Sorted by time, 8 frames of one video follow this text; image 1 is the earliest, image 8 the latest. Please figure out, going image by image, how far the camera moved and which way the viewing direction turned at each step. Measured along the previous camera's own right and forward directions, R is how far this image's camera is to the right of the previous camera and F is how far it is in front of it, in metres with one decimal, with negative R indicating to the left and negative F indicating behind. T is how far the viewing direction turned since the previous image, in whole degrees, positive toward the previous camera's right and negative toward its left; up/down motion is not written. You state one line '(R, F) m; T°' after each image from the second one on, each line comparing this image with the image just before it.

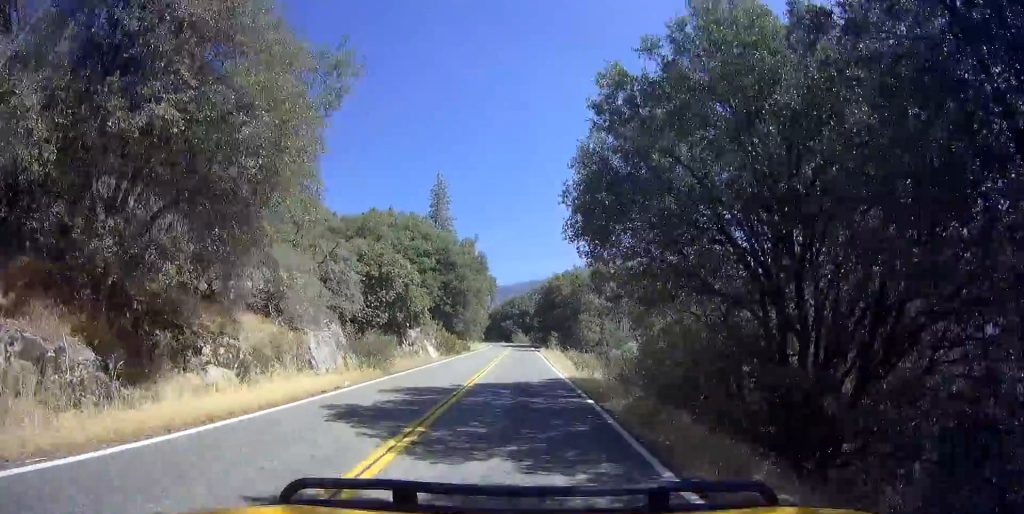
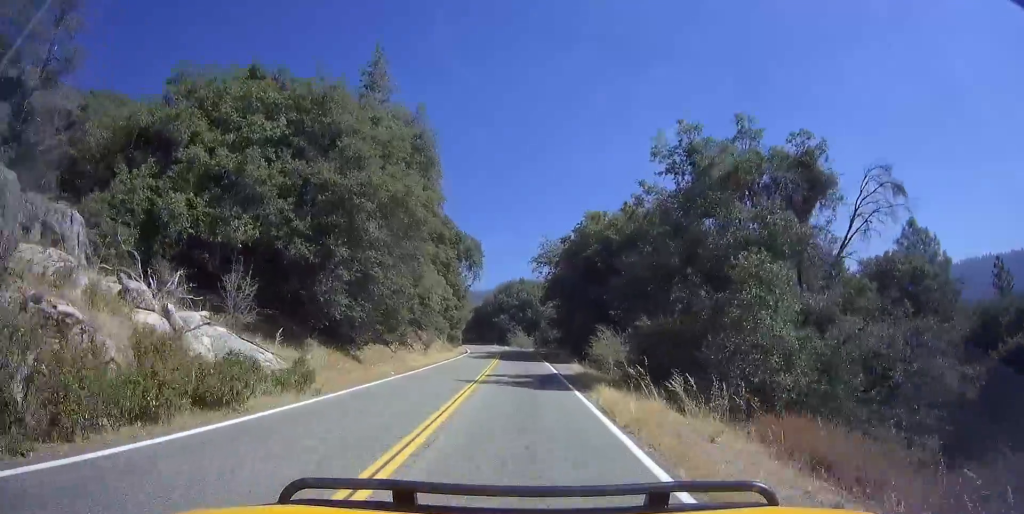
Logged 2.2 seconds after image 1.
(-0.2, +46.1) m; -3°
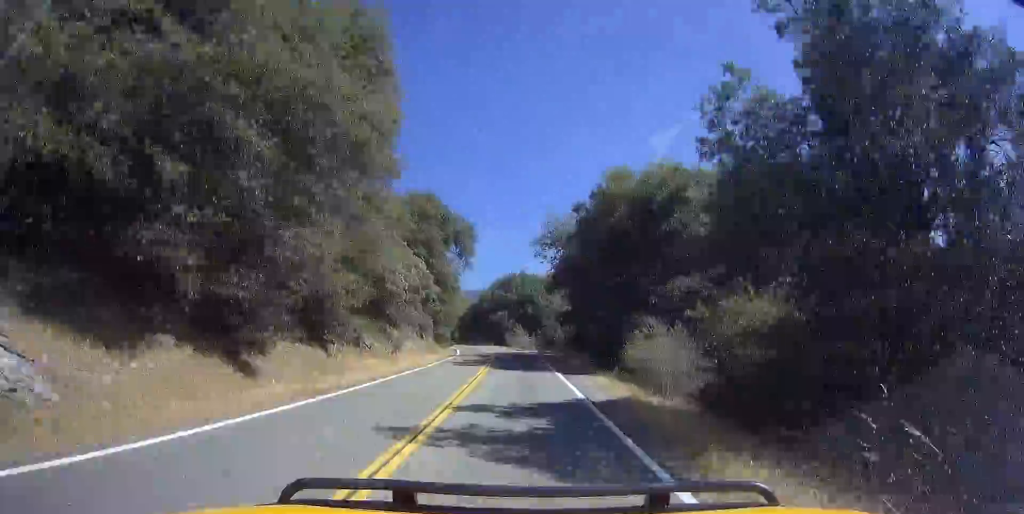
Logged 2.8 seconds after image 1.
(-0.4, +11.7) m; -1°
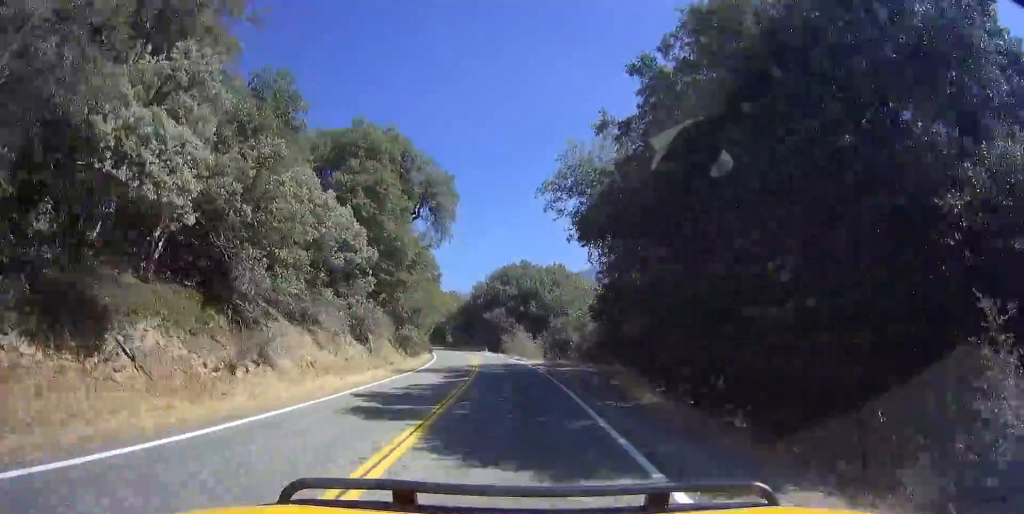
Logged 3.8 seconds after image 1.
(-0.3, +19.8) m; -3°
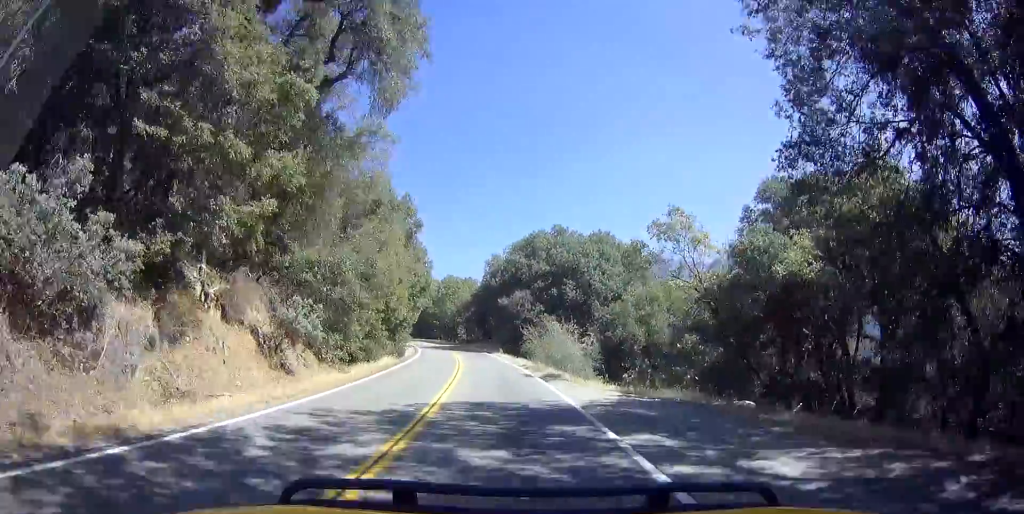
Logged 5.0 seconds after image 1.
(-1.3, +24.6) m; -4°
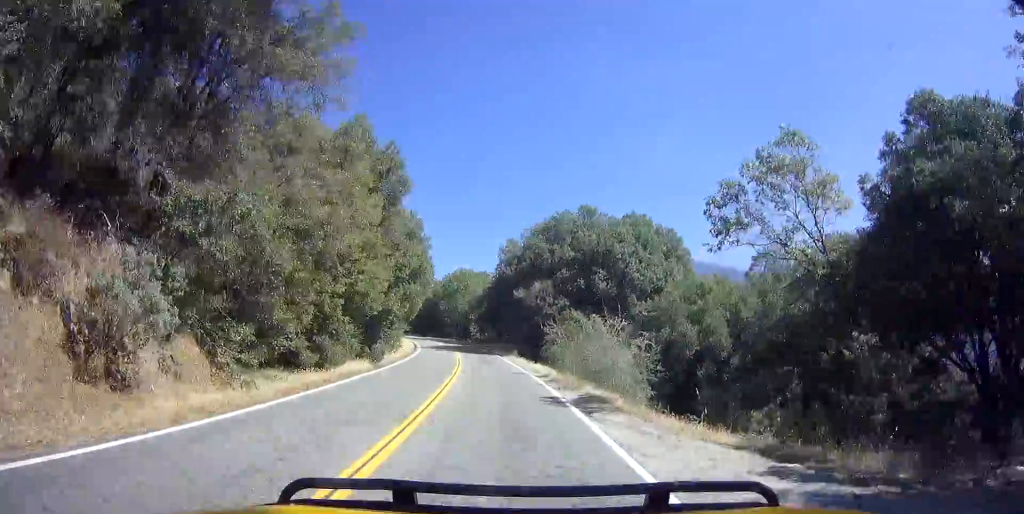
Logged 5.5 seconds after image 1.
(-0.1, +9.2) m; -1°
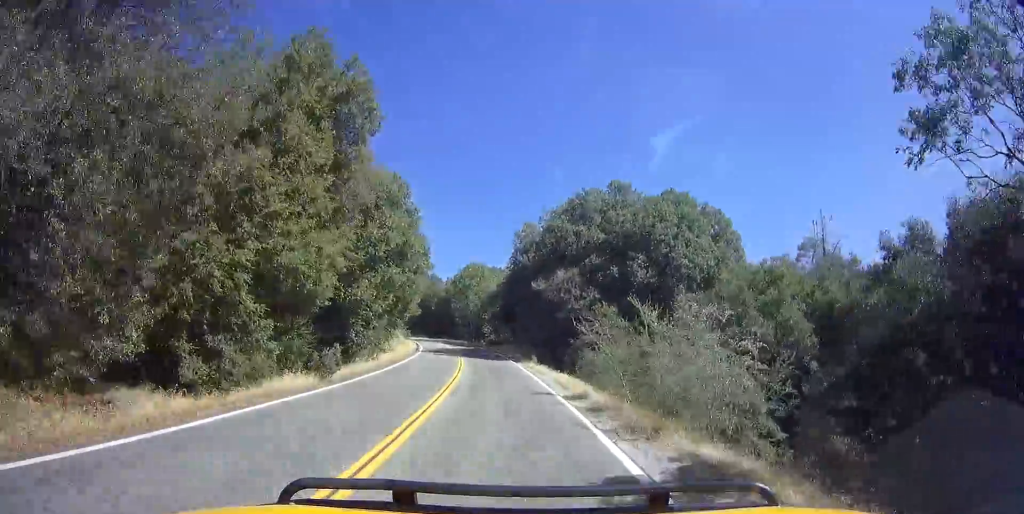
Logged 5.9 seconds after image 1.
(+0.3, +8.6) m; 0°
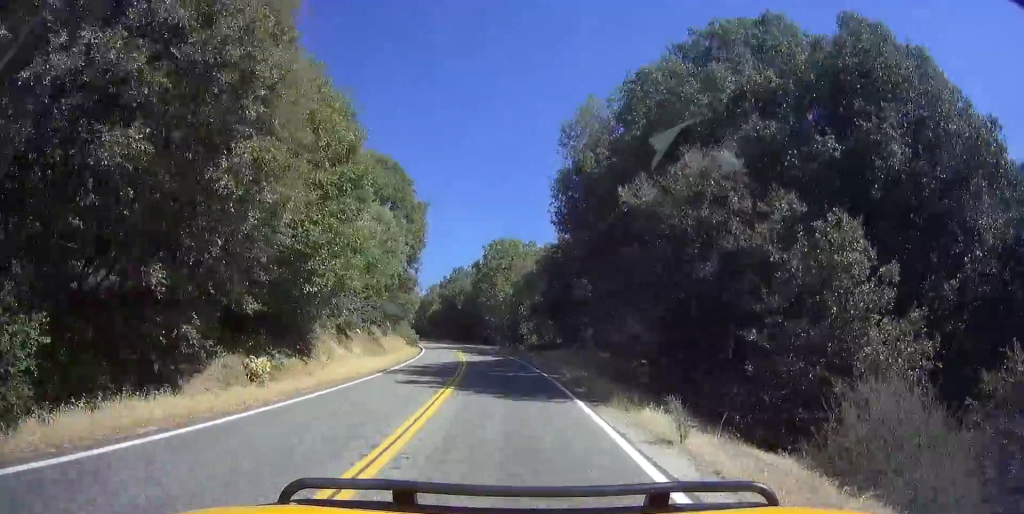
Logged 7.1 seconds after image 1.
(-0.5, +23.2) m; -7°
